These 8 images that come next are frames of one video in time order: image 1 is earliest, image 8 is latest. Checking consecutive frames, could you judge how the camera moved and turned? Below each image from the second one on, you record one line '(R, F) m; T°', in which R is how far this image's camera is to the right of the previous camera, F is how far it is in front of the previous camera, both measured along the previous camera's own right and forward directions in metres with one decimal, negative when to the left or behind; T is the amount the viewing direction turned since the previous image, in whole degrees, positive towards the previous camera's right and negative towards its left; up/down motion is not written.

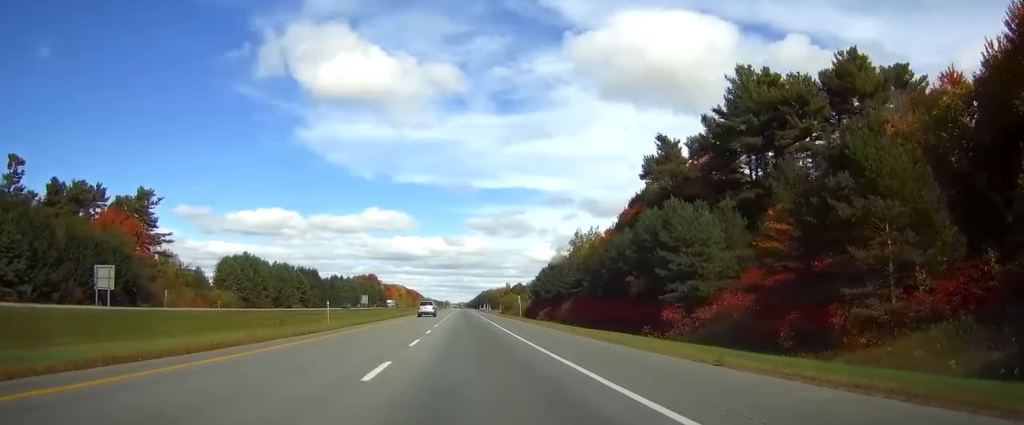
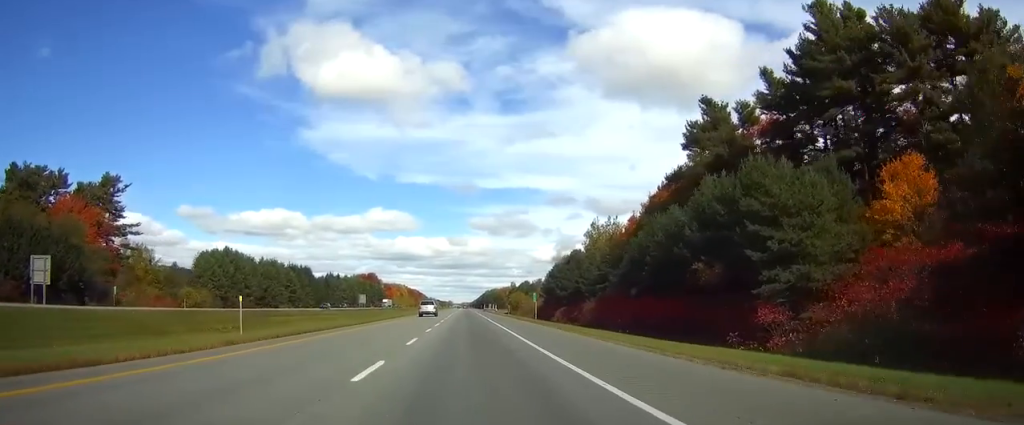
(0.0, +18.2) m; 0°
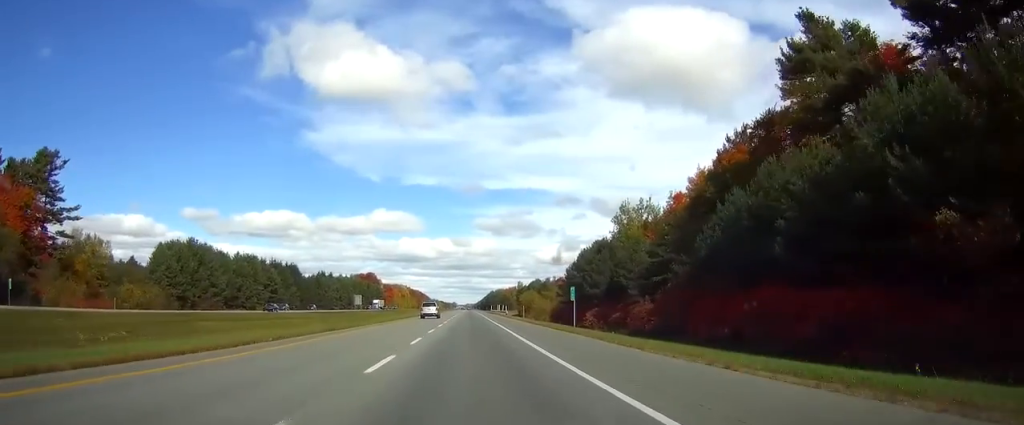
(0.0, +26.1) m; 0°
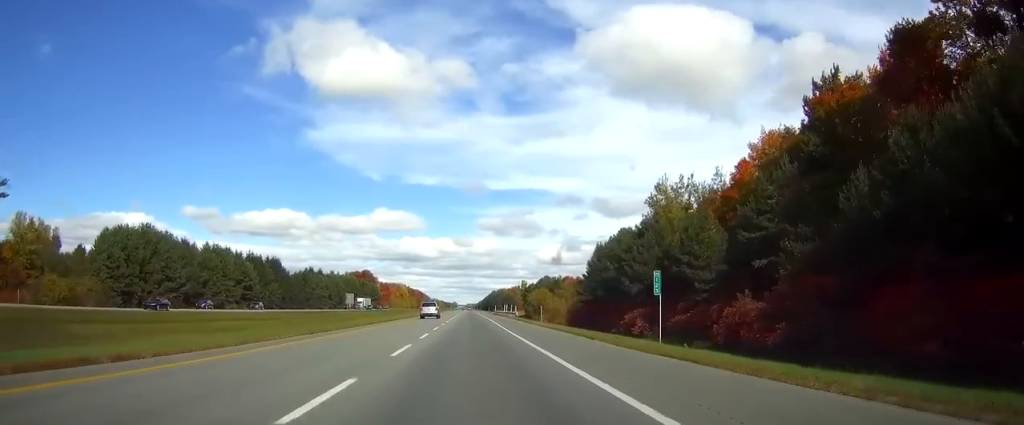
(0.0, +23.7) m; 0°
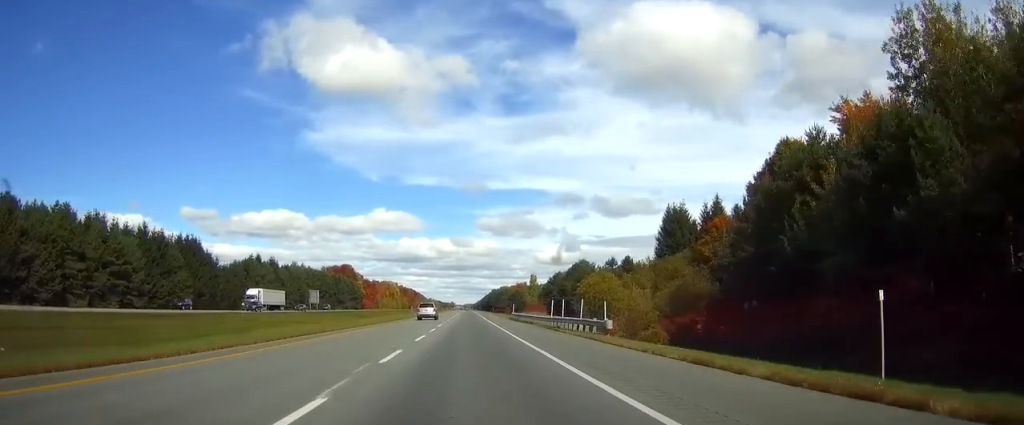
(-0.2, +66.3) m; 0°
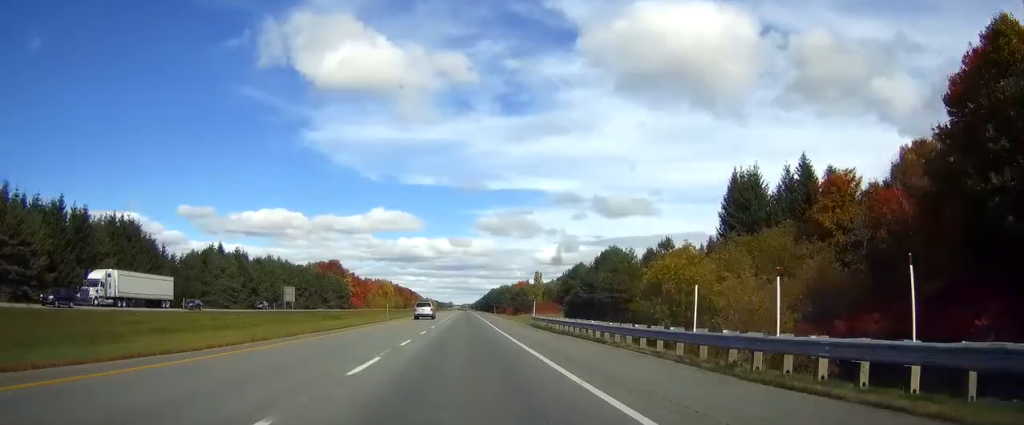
(0.0, +30.2) m; 0°
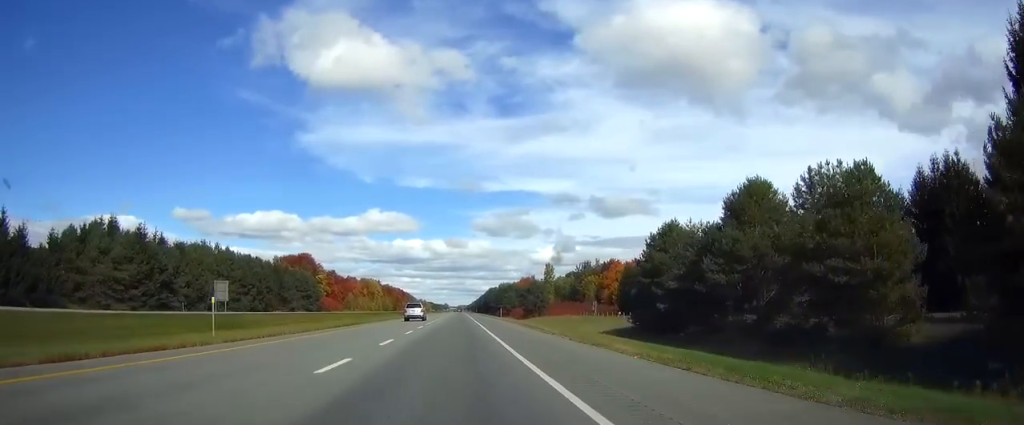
(0.0, +54.6) m; 0°
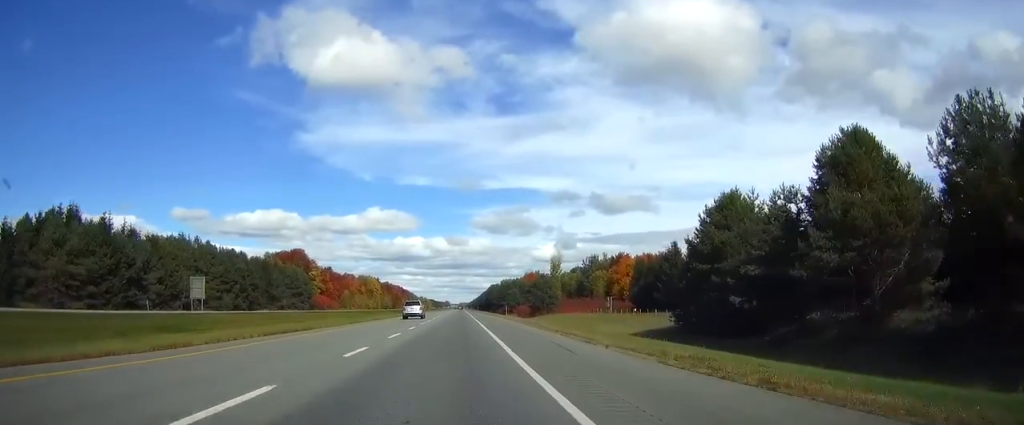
(0.0, +14.4) m; 0°
